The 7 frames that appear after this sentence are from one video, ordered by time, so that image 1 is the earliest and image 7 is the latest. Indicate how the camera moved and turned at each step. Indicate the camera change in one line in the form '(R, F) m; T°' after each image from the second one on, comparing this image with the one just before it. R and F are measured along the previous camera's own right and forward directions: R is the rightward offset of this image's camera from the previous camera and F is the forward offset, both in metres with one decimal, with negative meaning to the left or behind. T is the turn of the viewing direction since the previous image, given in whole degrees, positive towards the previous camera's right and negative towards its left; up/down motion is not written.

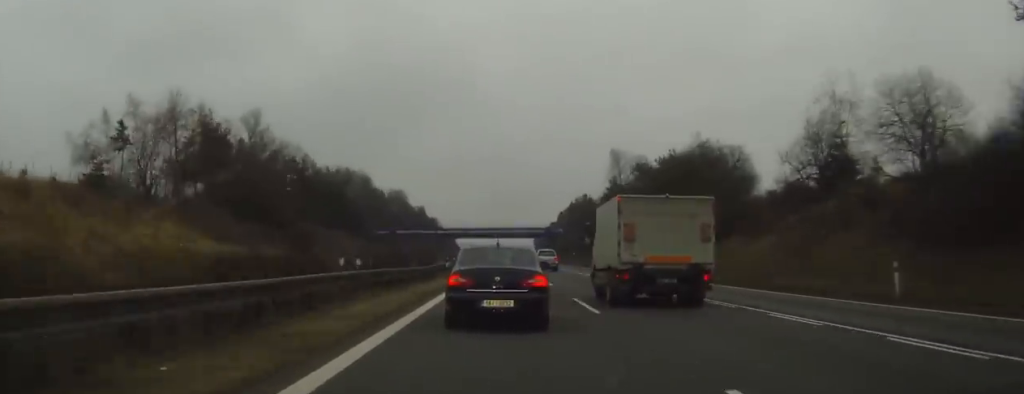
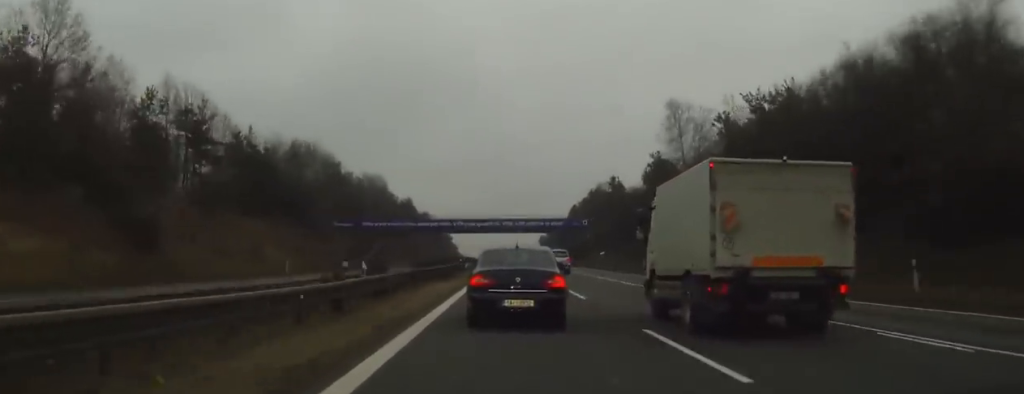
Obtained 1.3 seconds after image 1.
(0.0, +47.4) m; +1°
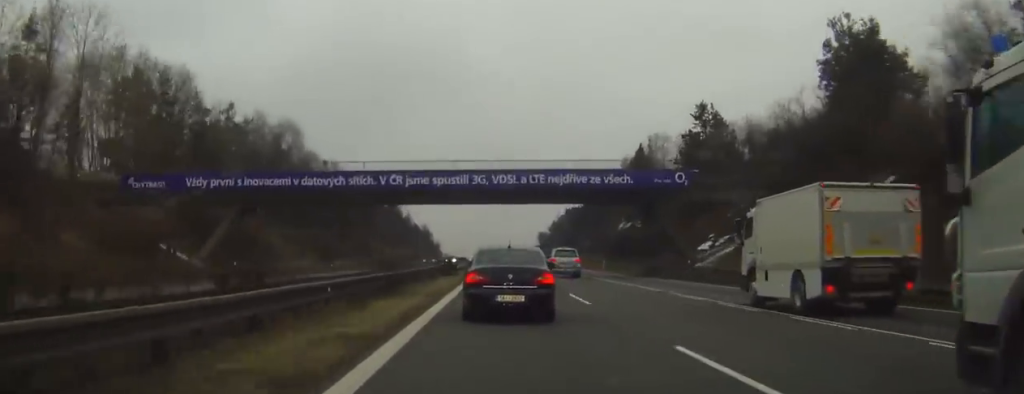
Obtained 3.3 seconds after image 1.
(+0.3, +73.8) m; 0°
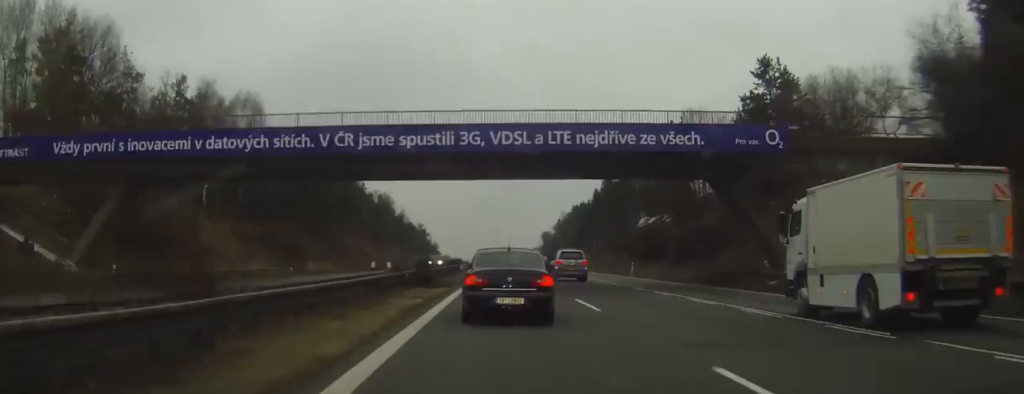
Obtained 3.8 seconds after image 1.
(-0.1, +19.3) m; 0°
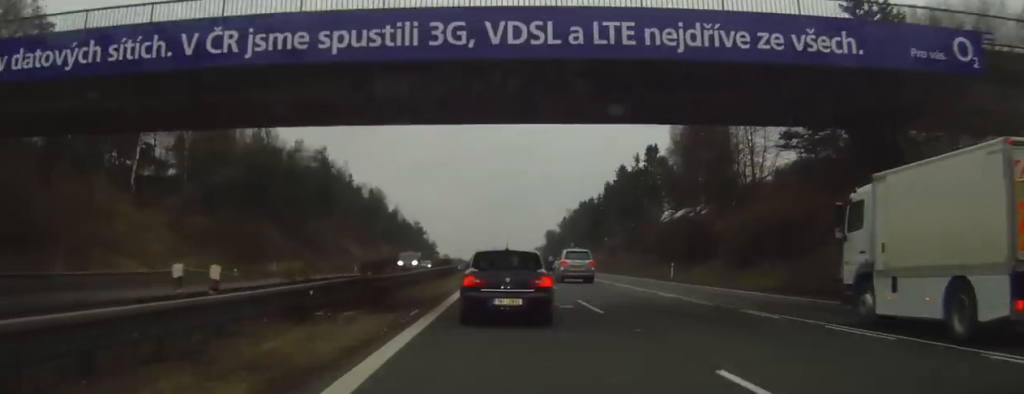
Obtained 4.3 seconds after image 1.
(0.0, +18.0) m; 0°
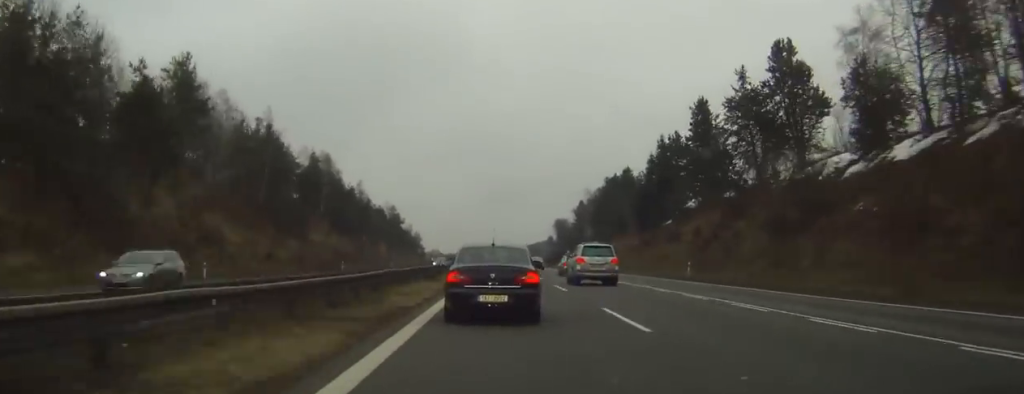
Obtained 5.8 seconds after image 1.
(+0.1, +59.0) m; 0°
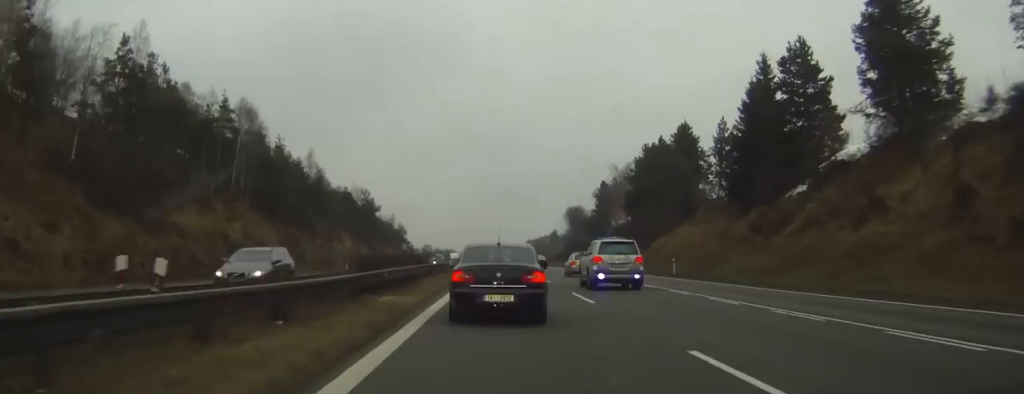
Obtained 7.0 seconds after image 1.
(+0.1, +45.7) m; 0°
